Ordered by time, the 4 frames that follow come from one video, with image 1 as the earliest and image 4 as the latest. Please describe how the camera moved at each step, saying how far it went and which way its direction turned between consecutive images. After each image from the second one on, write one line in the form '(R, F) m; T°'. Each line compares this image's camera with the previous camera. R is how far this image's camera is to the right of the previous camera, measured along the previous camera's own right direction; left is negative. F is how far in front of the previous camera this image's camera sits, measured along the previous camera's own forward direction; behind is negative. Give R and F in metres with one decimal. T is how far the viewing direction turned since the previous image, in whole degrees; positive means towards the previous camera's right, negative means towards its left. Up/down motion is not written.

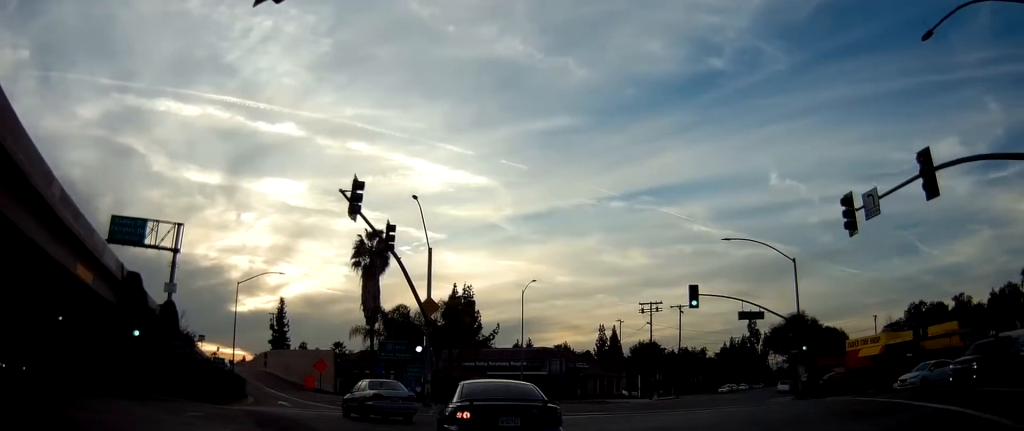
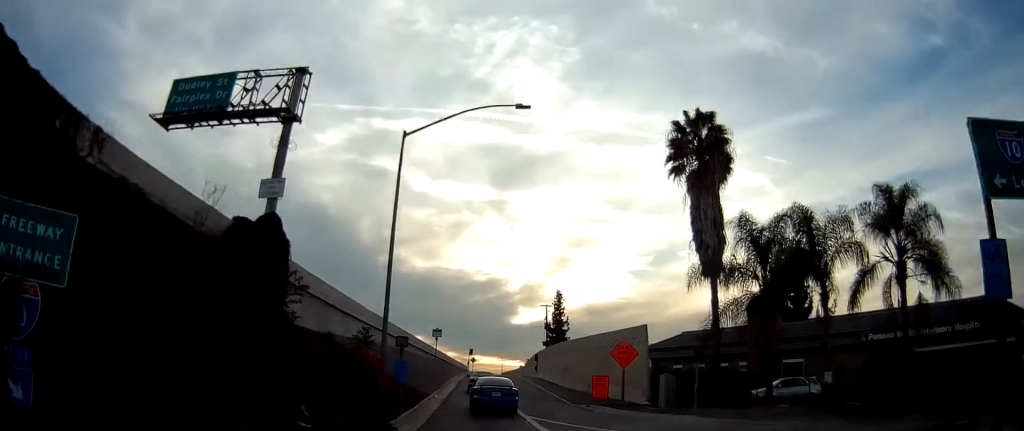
(-0.7, +26.5) m; -16°
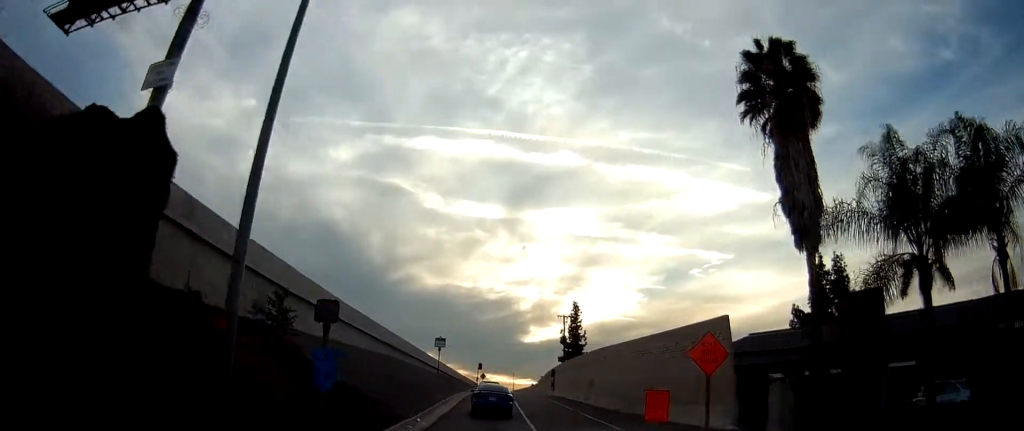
(-0.1, +9.5) m; -3°
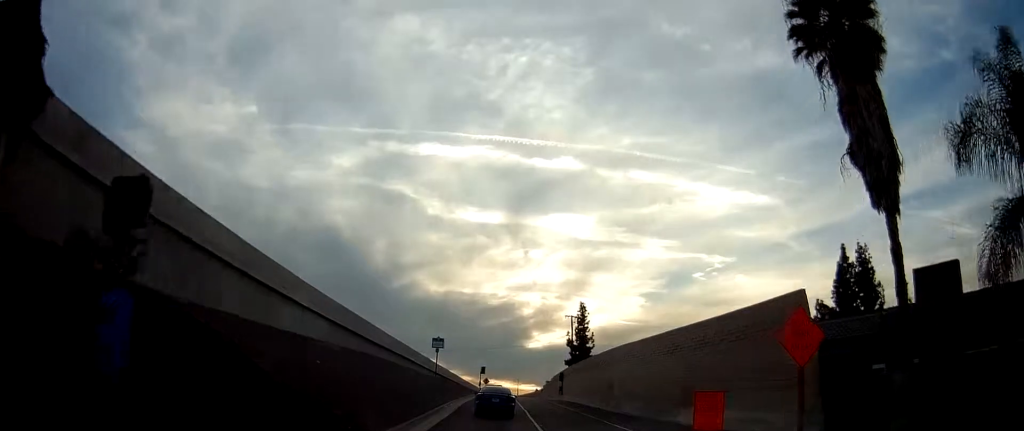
(-0.2, +5.8) m; -1°
